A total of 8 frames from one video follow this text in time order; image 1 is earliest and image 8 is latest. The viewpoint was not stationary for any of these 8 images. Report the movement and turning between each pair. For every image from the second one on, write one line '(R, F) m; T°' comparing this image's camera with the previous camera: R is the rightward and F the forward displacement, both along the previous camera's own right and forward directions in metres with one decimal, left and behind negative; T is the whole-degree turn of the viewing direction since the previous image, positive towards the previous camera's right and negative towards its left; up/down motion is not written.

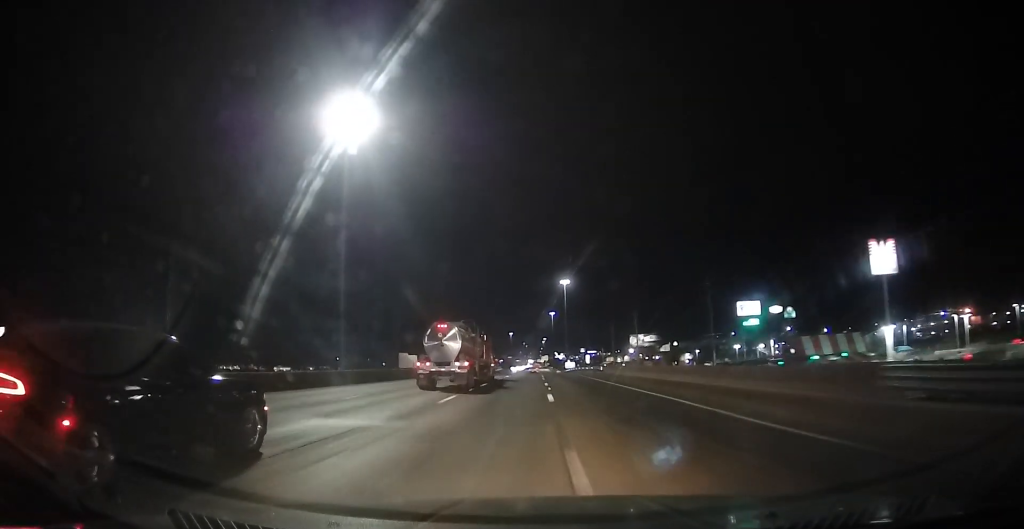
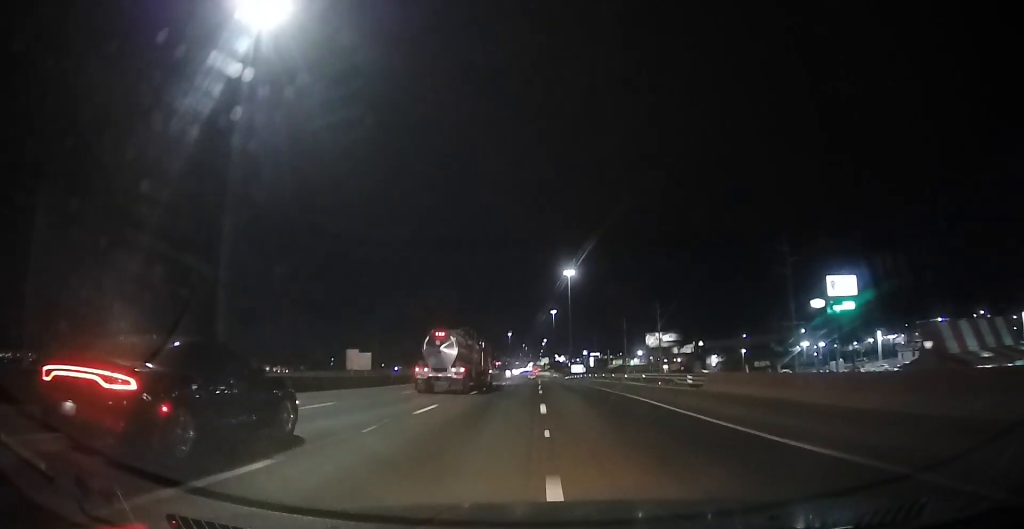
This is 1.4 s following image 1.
(+0.1, +38.2) m; +1°
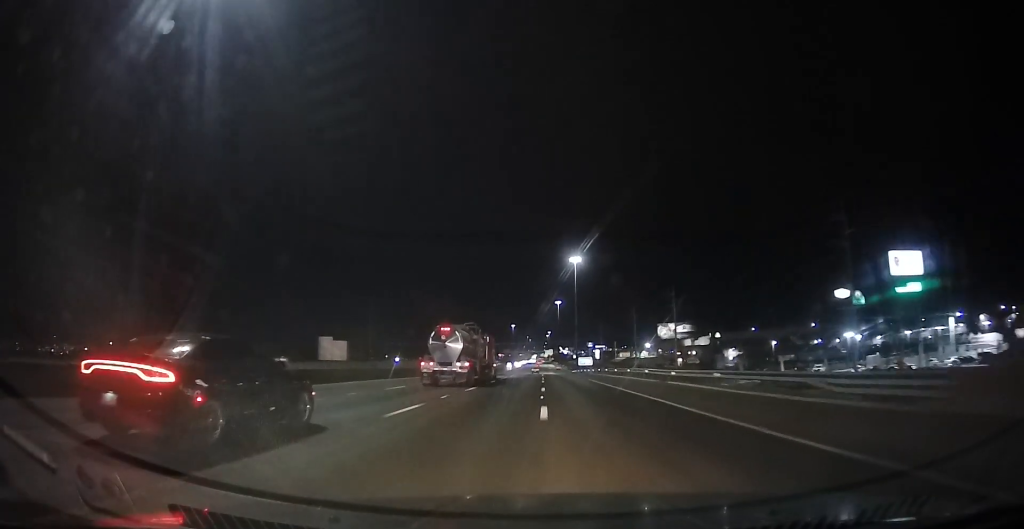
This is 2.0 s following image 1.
(+0.1, +15.2) m; 0°
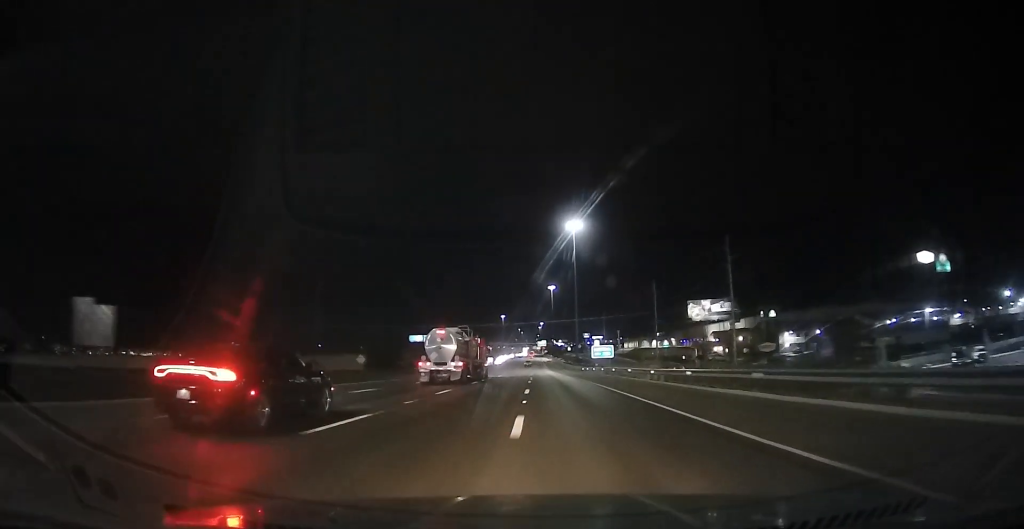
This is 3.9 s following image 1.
(+0.1, +51.2) m; +1°
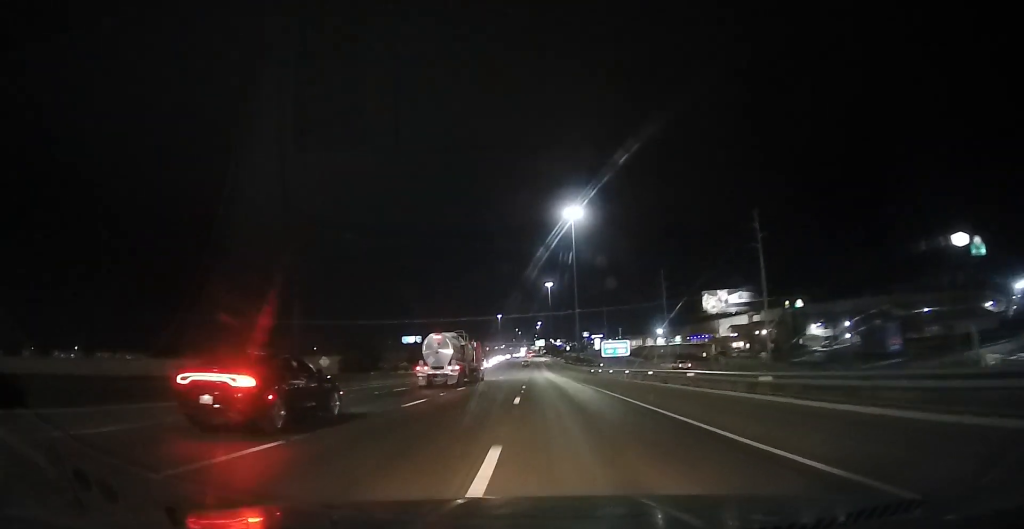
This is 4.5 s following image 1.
(+0.1, +16.2) m; 0°
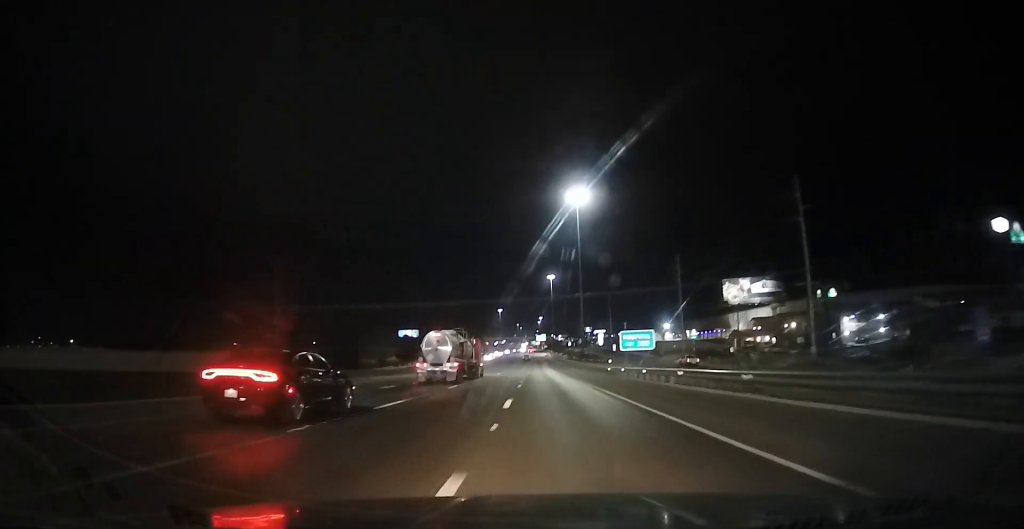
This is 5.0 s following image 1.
(+0.1, +14.4) m; 0°
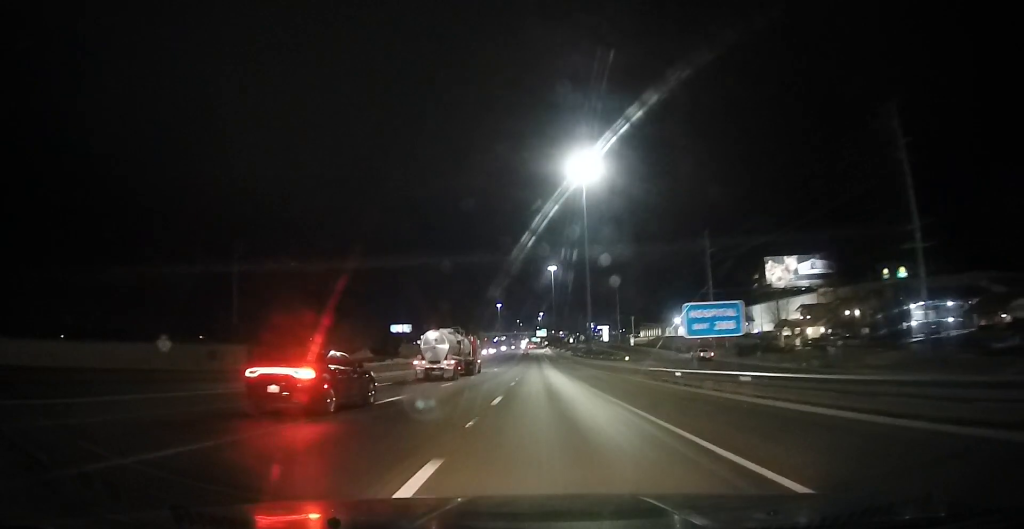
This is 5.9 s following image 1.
(-0.3, +23.4) m; -1°
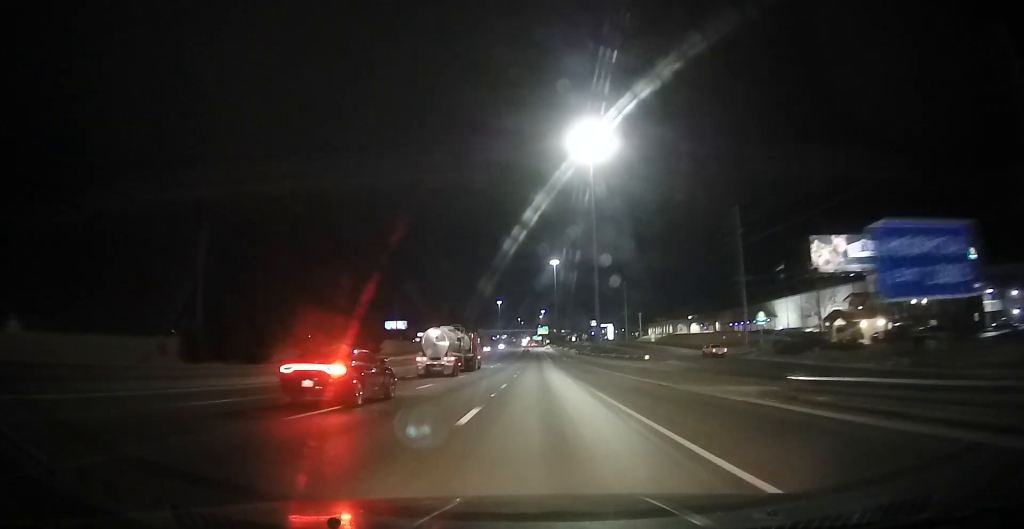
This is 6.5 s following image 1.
(-0.1, +17.1) m; 0°
